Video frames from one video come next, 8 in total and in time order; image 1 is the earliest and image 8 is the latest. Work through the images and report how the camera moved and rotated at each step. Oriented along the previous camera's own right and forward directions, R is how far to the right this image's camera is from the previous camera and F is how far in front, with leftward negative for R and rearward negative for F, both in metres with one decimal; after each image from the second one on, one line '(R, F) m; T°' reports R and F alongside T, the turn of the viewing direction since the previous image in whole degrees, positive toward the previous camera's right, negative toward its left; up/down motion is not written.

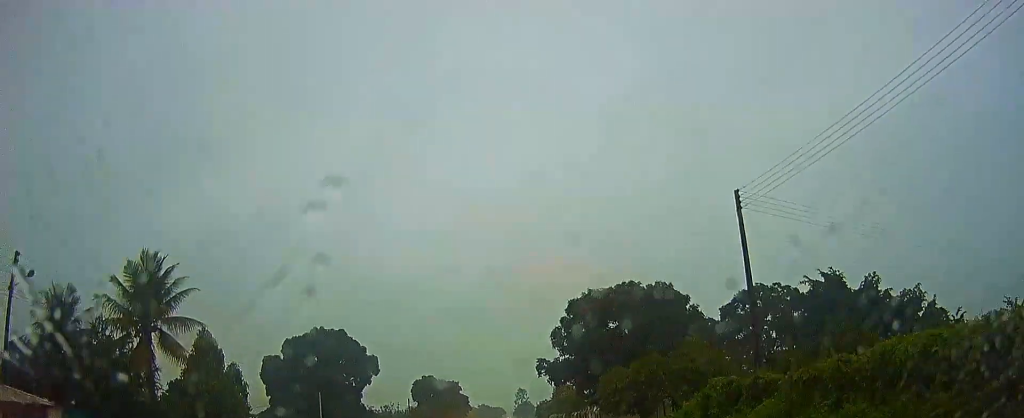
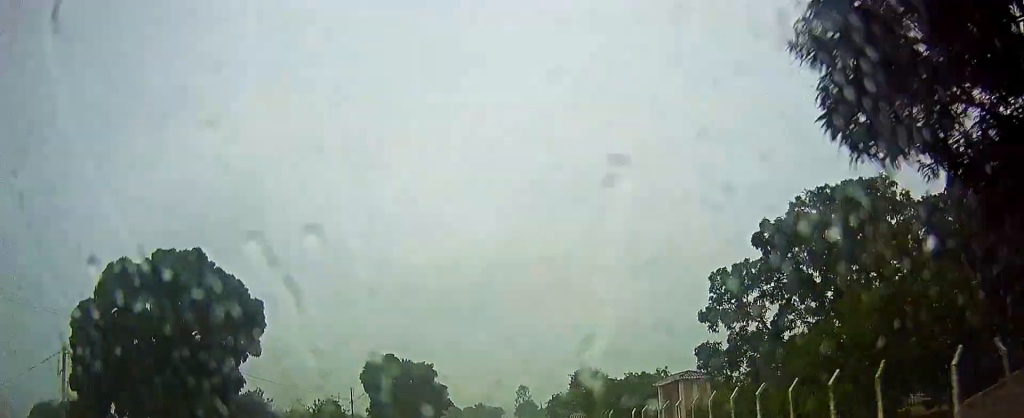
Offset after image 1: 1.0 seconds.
(+0.2, +34.0) m; 0°
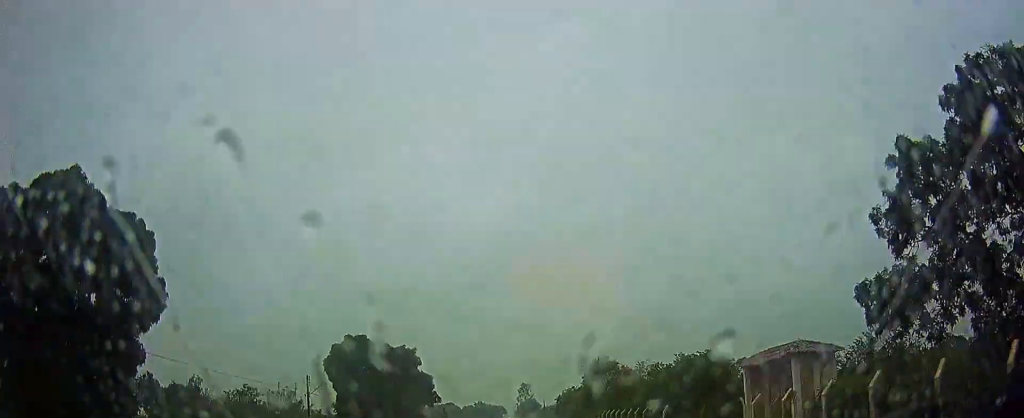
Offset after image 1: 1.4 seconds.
(-0.2, +13.6) m; 0°
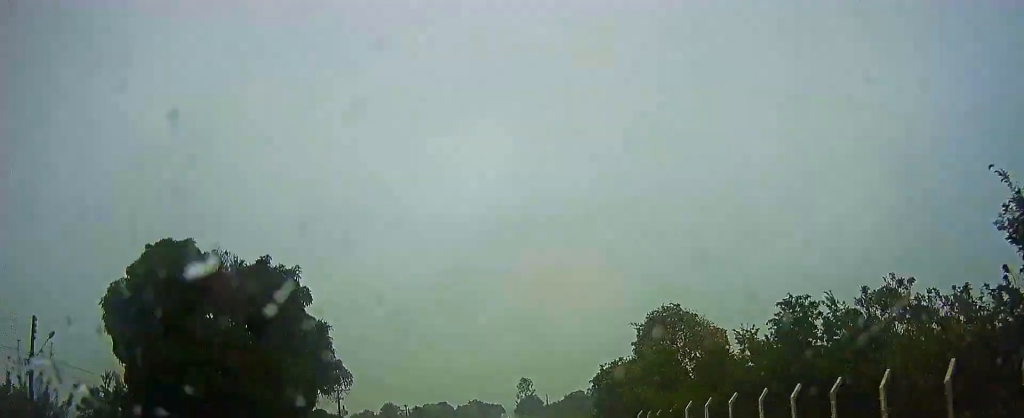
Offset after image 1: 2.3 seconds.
(-0.1, +29.6) m; 0°
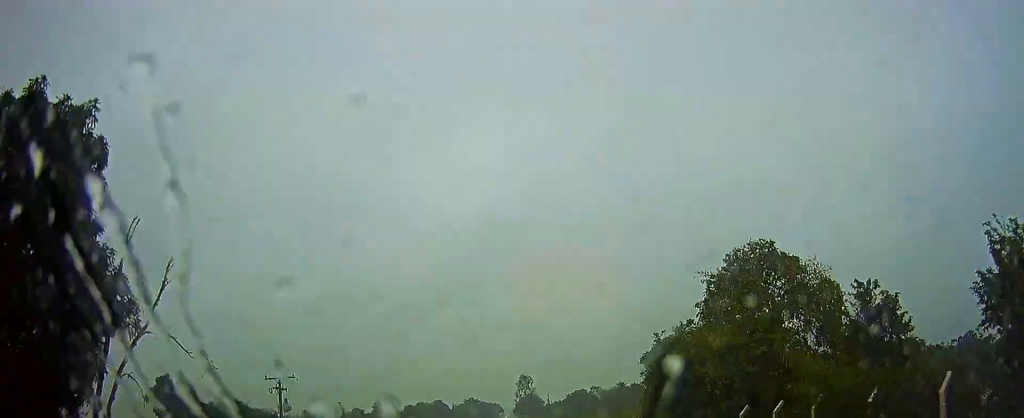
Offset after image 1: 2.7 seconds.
(-0.1, +14.8) m; 0°
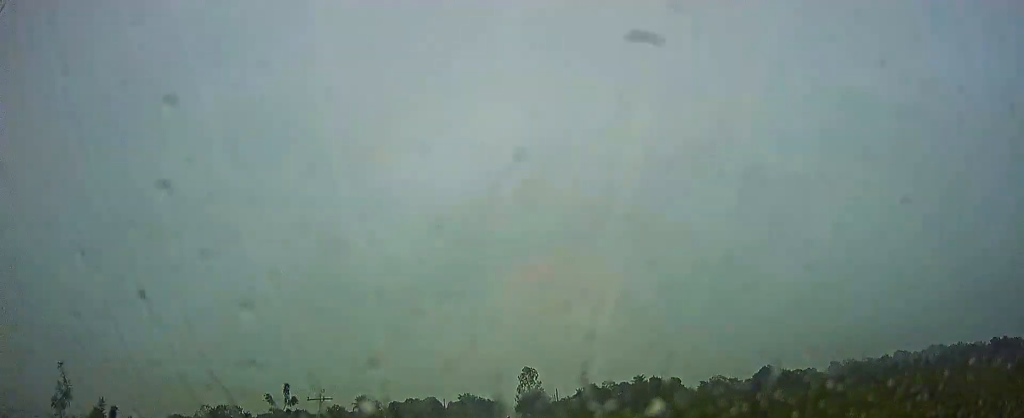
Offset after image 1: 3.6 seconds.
(+0.4, +29.8) m; 0°
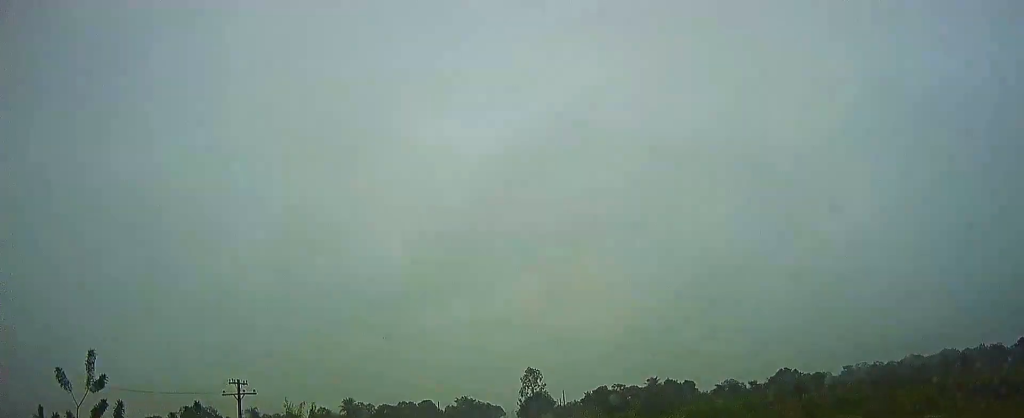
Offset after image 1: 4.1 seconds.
(0.0, +17.3) m; 0°
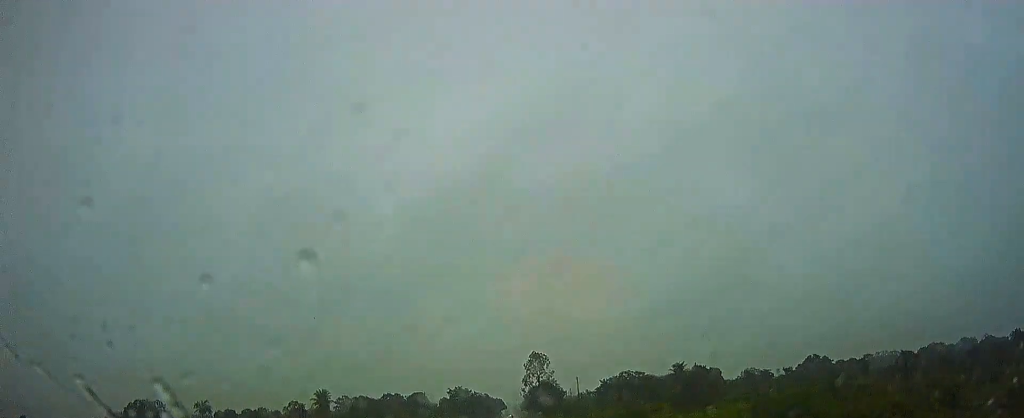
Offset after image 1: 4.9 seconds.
(-0.3, +27.6) m; -1°
